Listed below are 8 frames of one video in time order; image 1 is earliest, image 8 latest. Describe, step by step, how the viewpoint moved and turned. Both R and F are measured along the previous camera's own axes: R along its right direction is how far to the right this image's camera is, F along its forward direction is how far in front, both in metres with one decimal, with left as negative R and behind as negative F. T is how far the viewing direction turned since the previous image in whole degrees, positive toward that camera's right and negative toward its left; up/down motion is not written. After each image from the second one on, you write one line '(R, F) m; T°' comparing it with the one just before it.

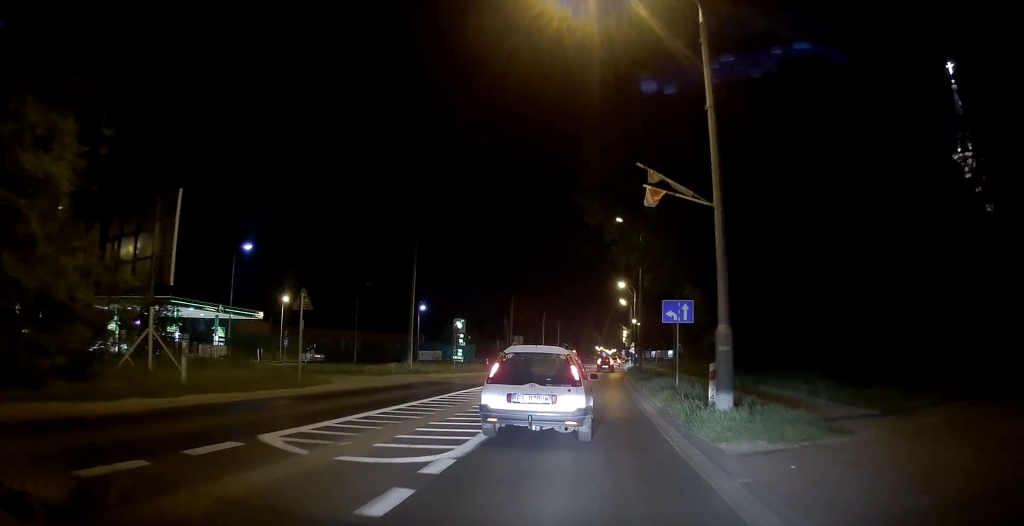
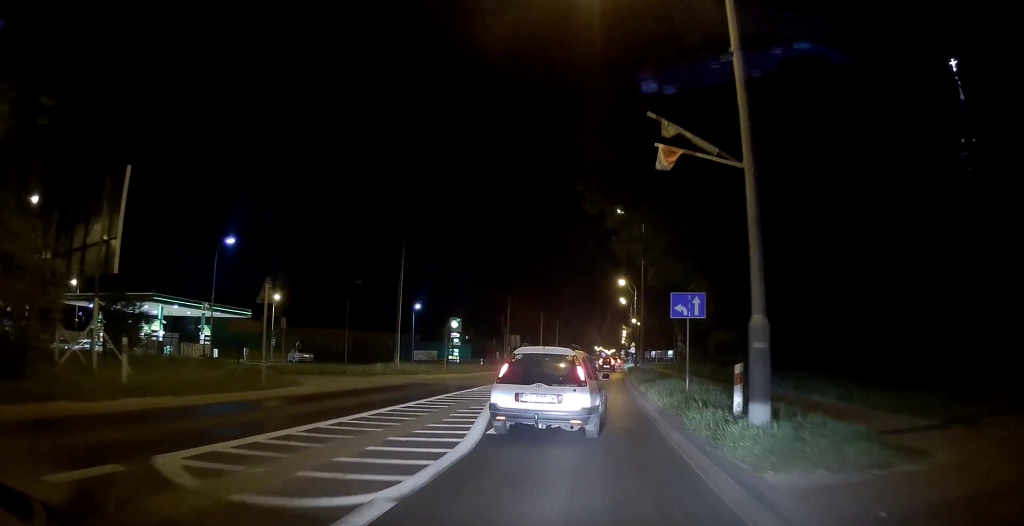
(0.0, +2.2) m; 0°
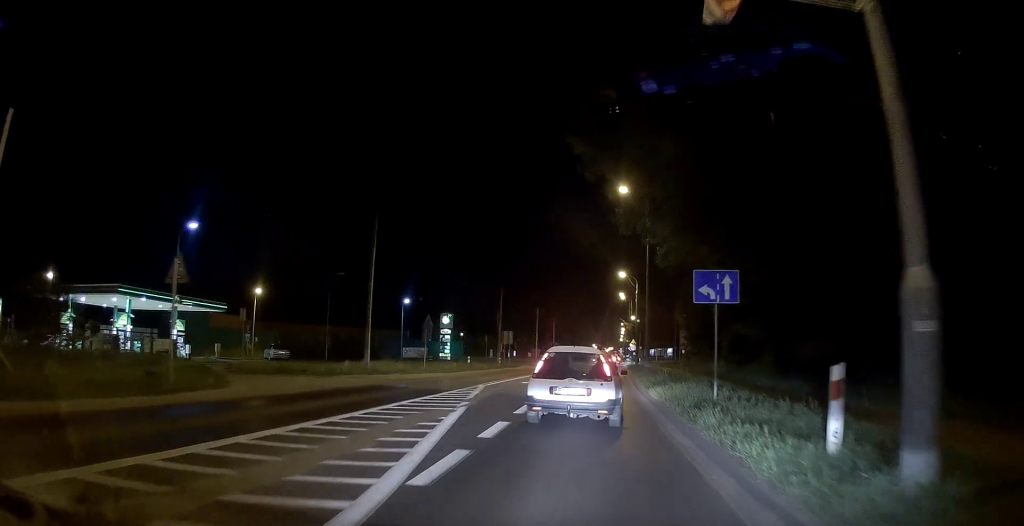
(-0.1, +4.6) m; +1°
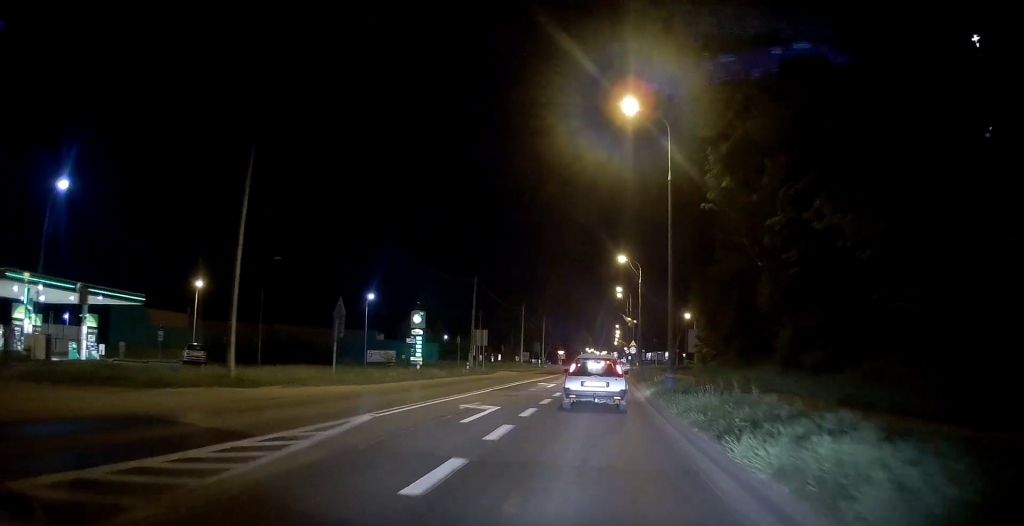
(0.0, +12.7) m; 0°
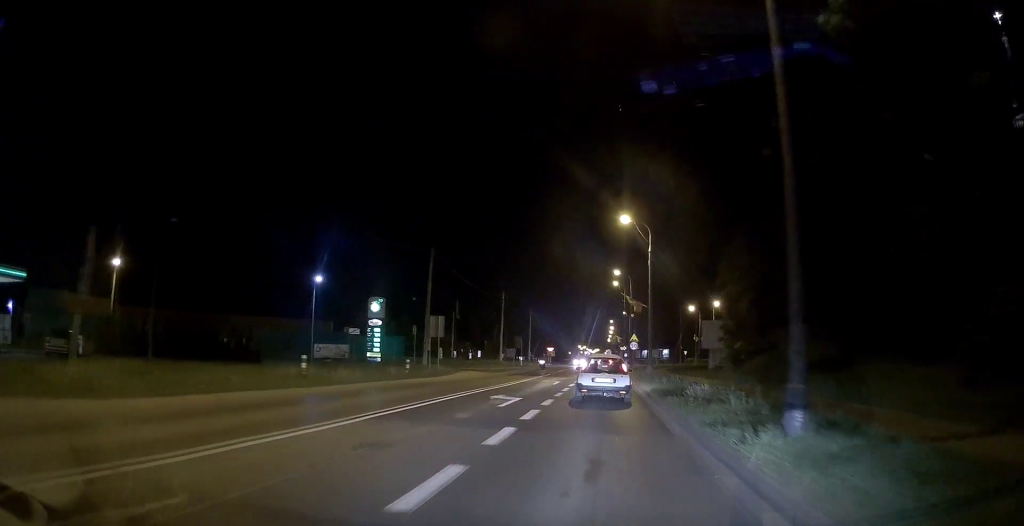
(+0.4, +13.4) m; +2°
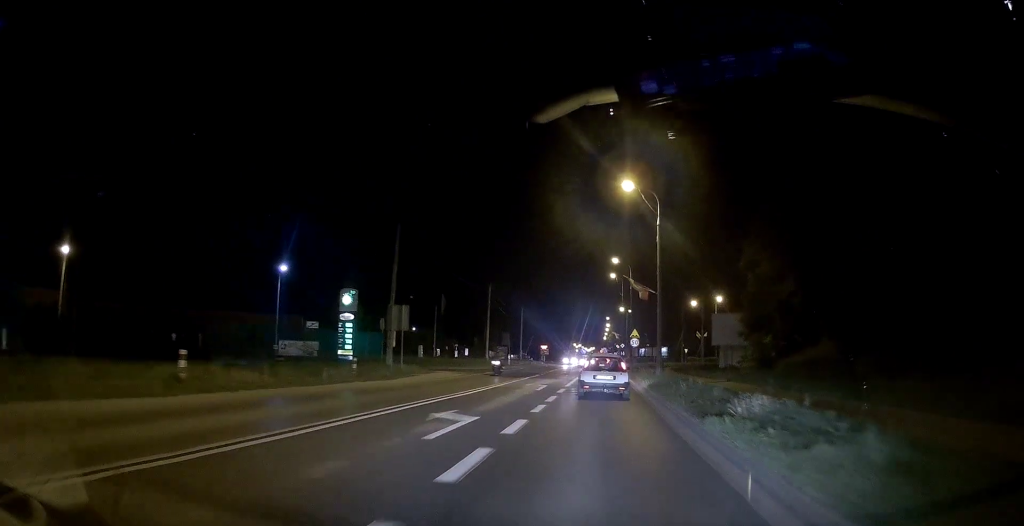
(-0.1, +7.0) m; -1°
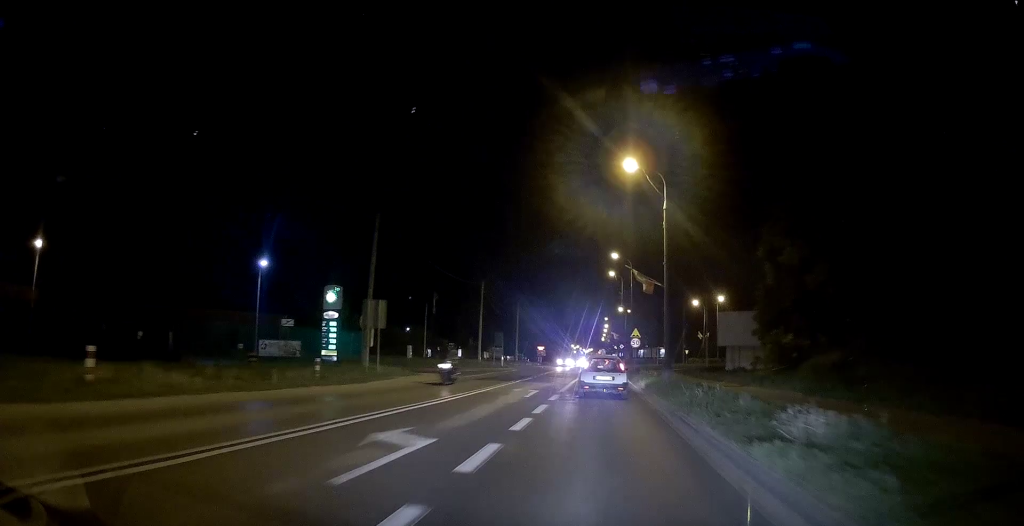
(0.0, +3.4) m; 0°
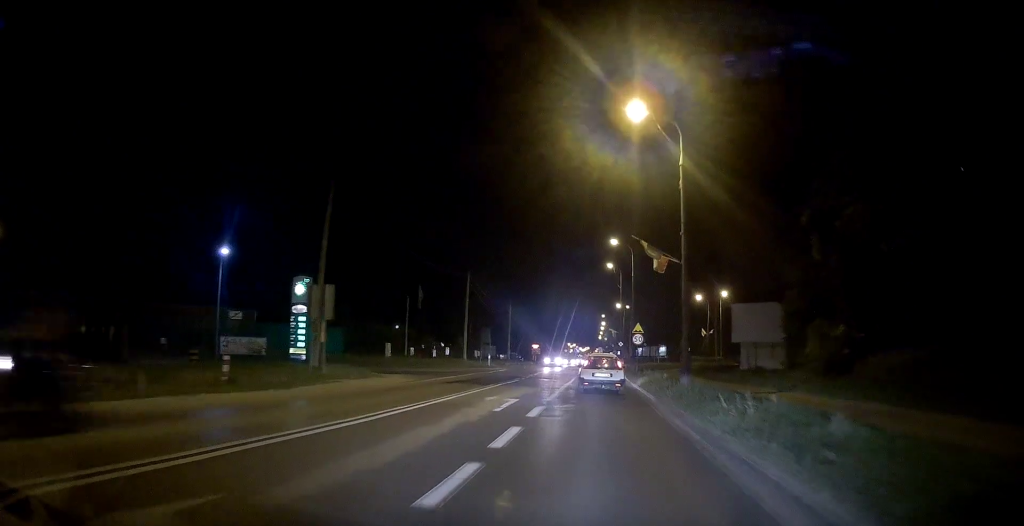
(-0.1, +5.8) m; +1°
